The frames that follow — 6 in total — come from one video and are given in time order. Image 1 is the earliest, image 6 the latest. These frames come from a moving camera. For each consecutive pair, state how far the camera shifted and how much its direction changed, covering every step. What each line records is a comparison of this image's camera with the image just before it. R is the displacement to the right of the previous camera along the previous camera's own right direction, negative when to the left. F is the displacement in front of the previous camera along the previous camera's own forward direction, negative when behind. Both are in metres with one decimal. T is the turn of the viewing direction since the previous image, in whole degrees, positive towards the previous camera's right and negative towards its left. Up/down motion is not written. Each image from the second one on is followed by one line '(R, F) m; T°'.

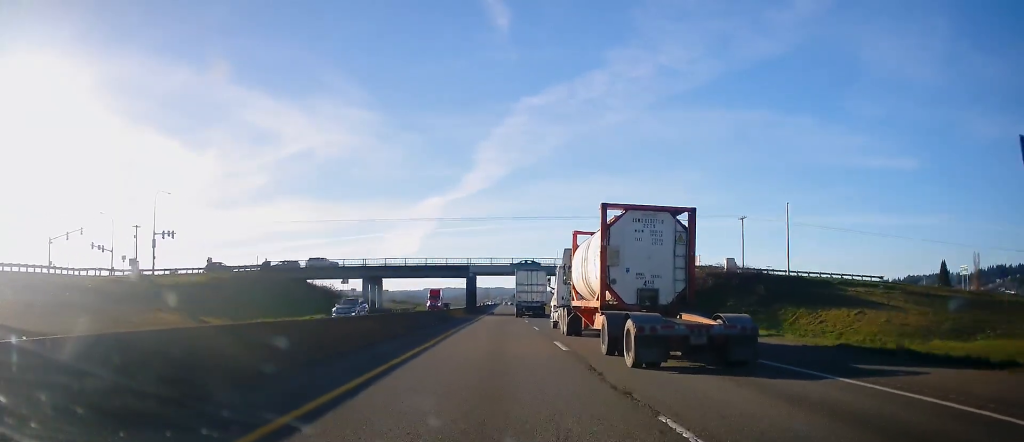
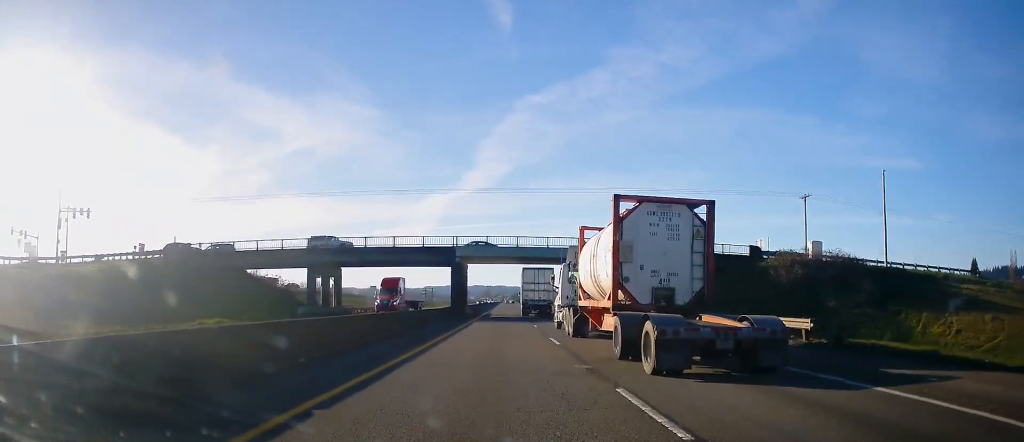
(+0.1, +22.3) m; 0°
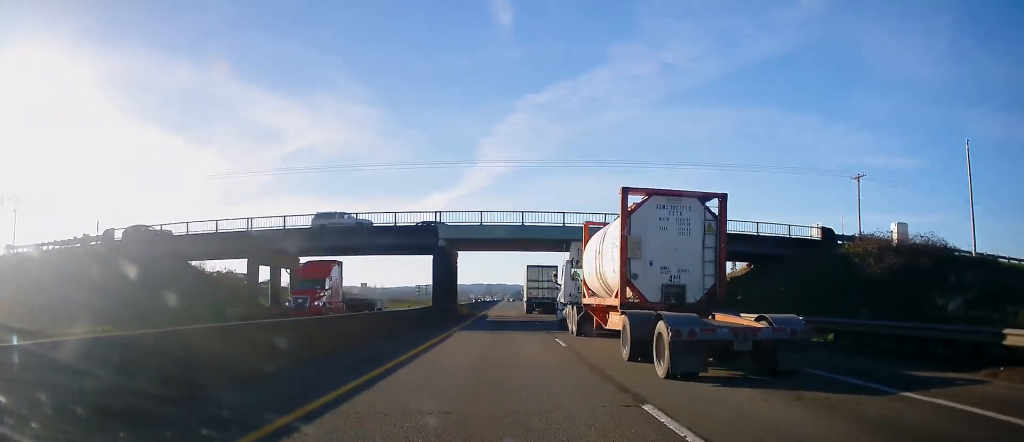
(+0.1, +13.6) m; 0°
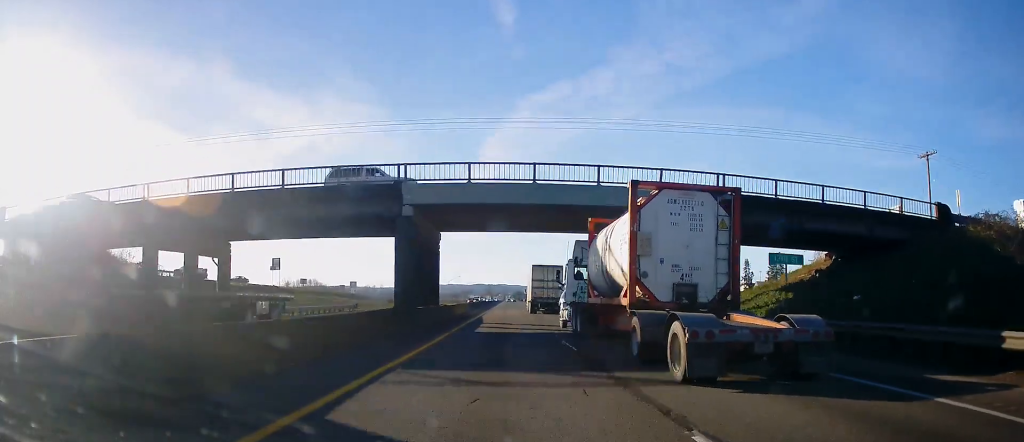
(+0.1, +13.5) m; 0°
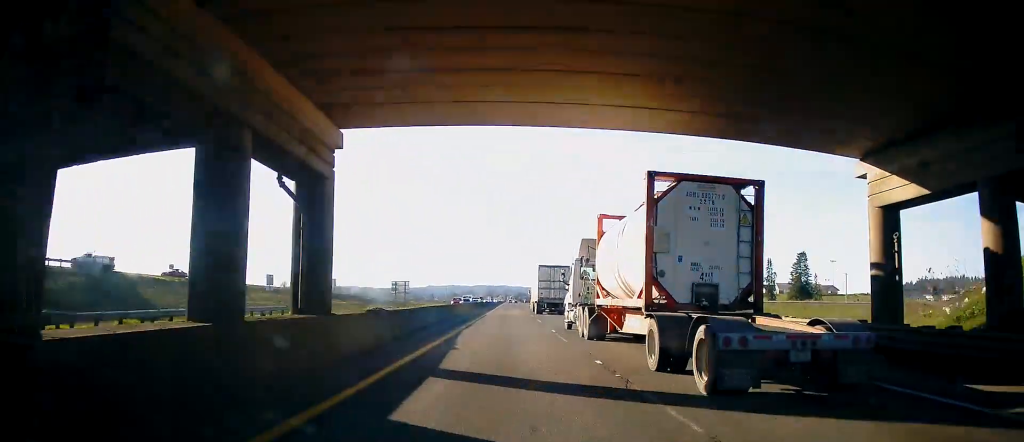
(-0.3, +21.3) m; -1°
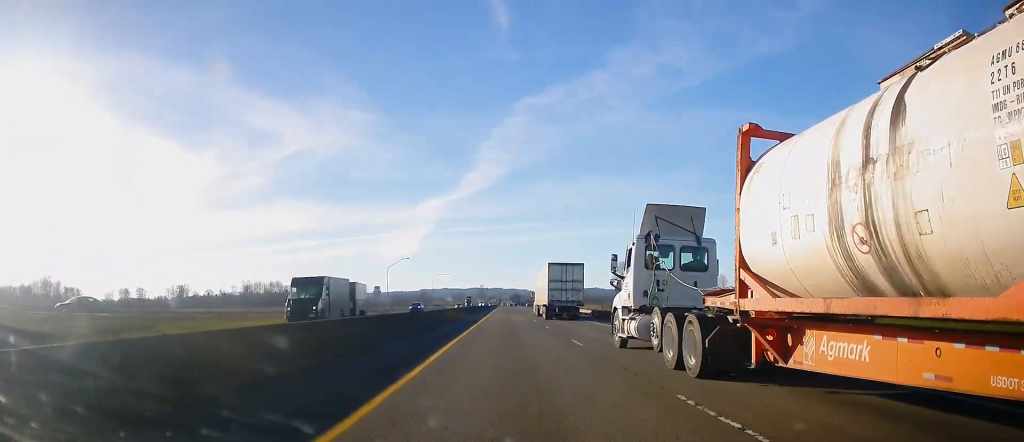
(+2.0, +125.7) m; +1°
